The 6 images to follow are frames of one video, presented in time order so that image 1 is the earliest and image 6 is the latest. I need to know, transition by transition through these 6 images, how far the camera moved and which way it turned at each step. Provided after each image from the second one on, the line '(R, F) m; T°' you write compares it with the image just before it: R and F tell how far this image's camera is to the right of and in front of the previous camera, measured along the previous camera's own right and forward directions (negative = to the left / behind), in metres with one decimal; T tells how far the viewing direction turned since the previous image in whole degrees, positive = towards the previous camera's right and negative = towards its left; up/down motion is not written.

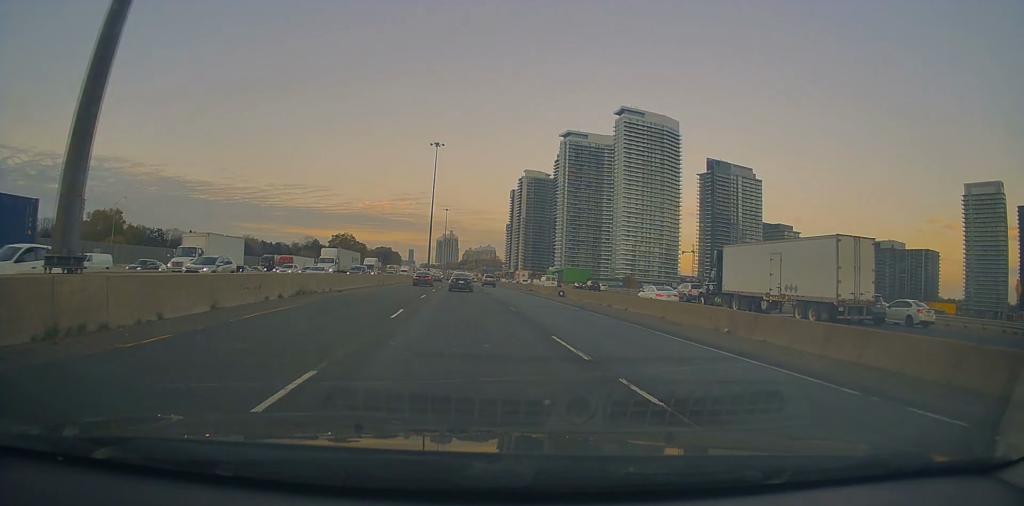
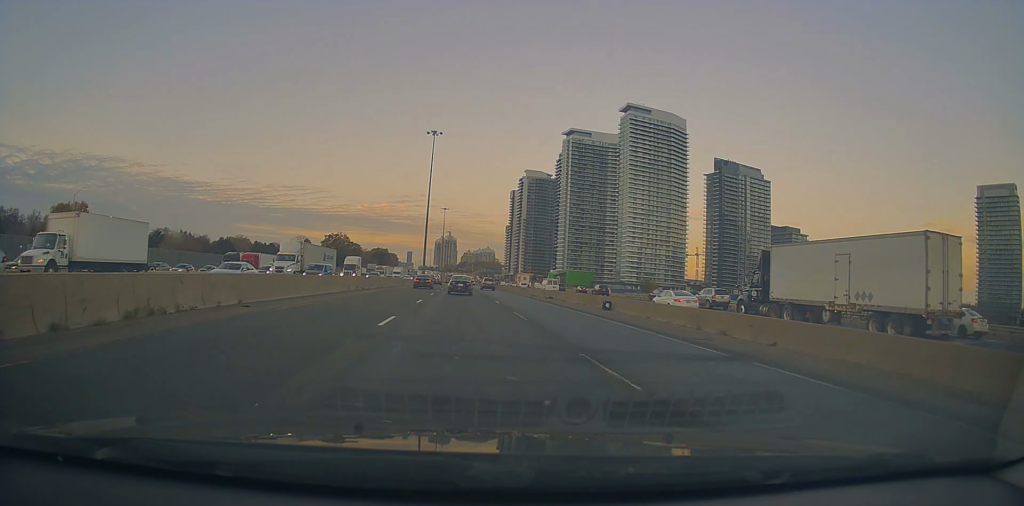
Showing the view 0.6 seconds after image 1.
(-0.2, +14.7) m; 0°
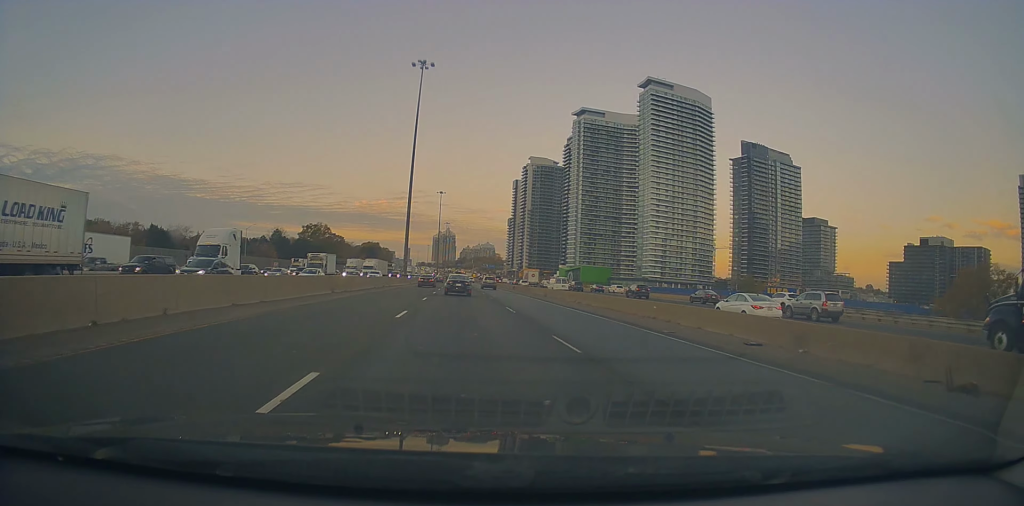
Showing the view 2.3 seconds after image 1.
(+0.8, +44.4) m; +1°
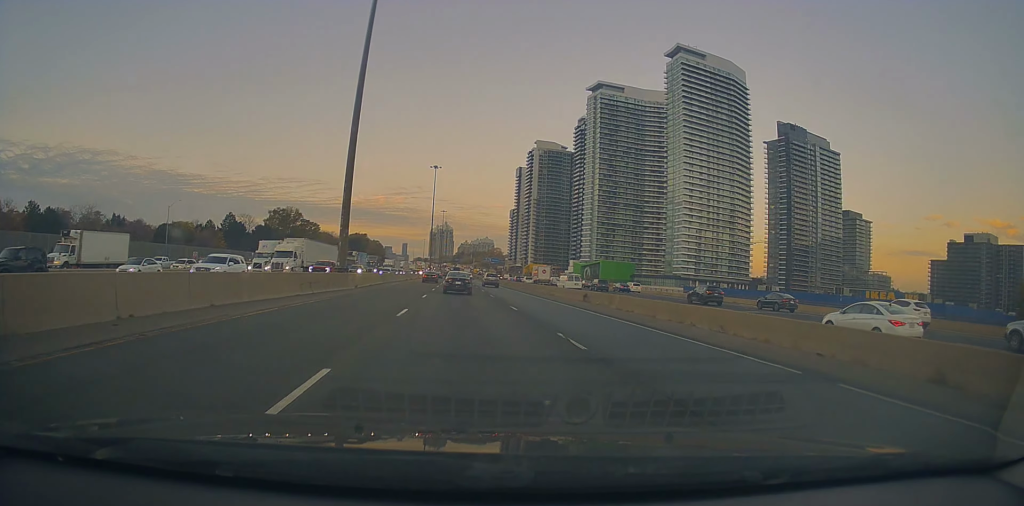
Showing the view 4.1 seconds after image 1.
(+0.6, +47.6) m; +1°
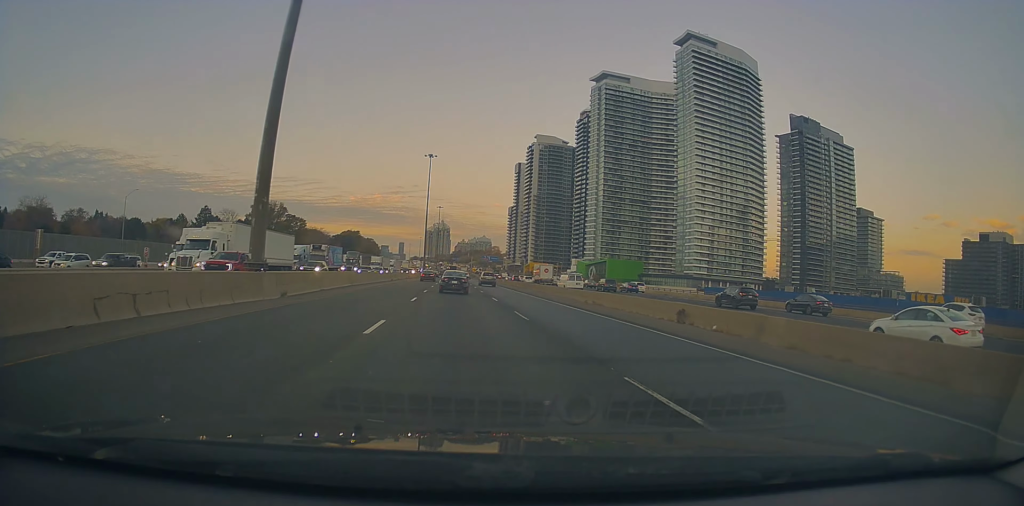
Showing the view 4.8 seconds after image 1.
(0.0, +17.1) m; 0°
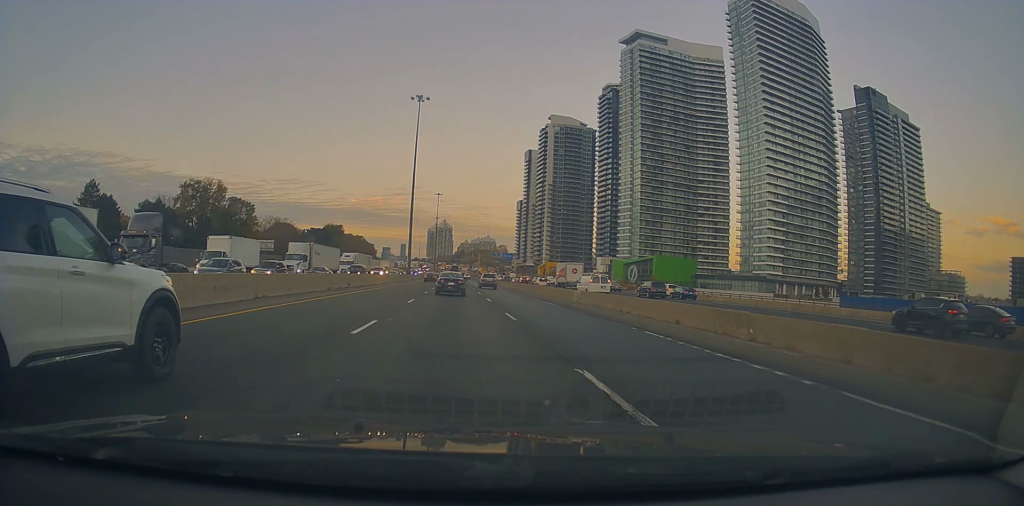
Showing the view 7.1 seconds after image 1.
(-1.0, +59.3) m; -1°
